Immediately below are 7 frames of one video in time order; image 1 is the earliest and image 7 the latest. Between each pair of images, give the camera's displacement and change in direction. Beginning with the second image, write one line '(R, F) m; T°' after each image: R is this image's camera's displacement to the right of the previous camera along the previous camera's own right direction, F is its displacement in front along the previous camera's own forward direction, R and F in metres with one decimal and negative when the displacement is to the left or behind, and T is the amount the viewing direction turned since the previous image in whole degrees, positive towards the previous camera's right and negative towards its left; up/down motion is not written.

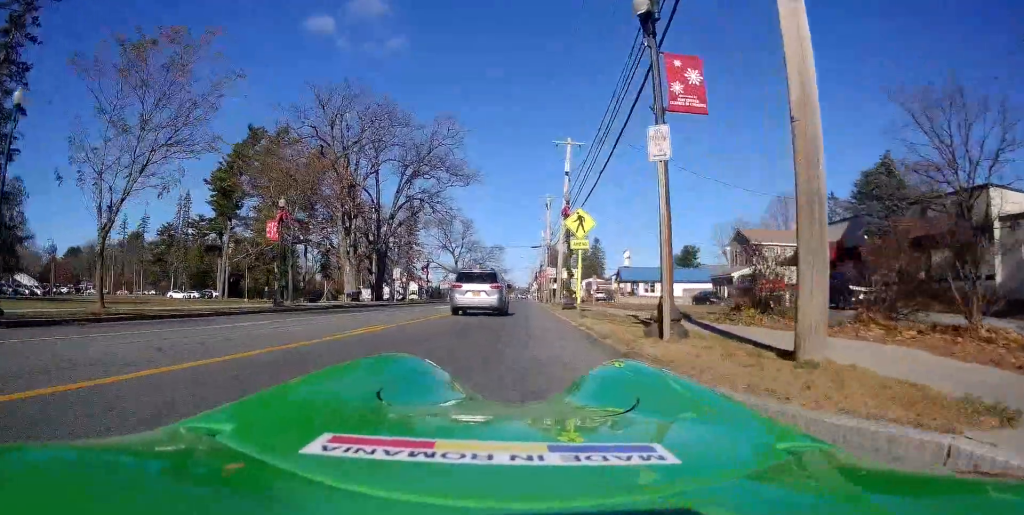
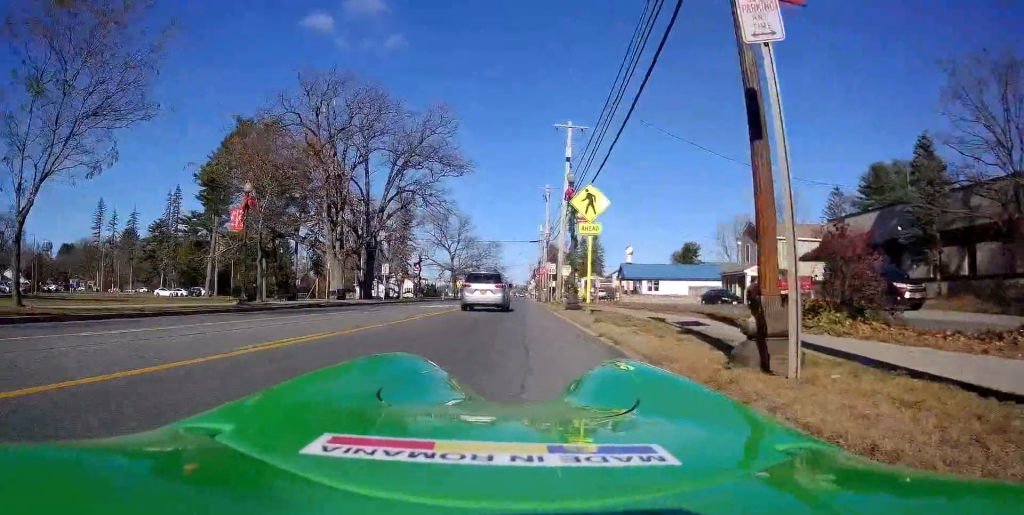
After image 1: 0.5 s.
(0.0, +3.4) m; 0°
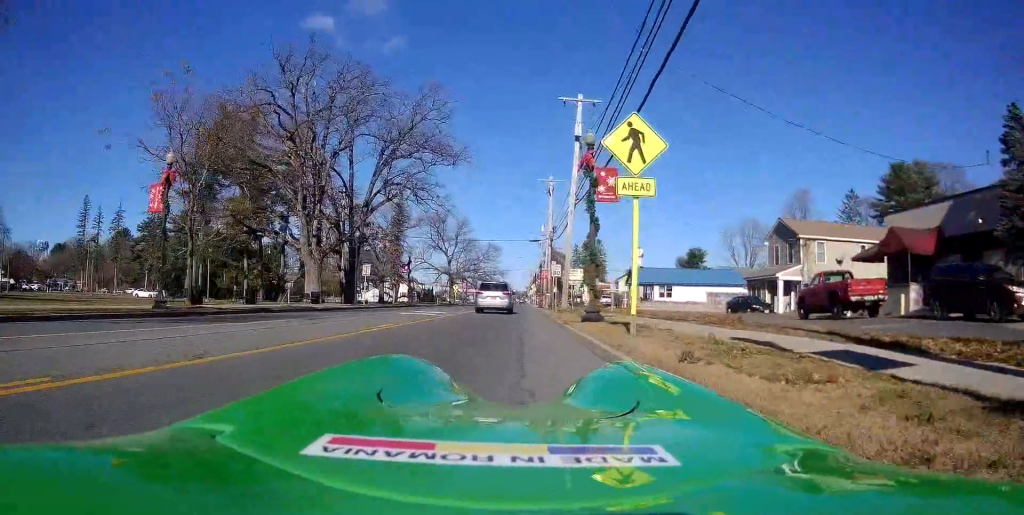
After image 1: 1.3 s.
(0.0, +6.1) m; 0°
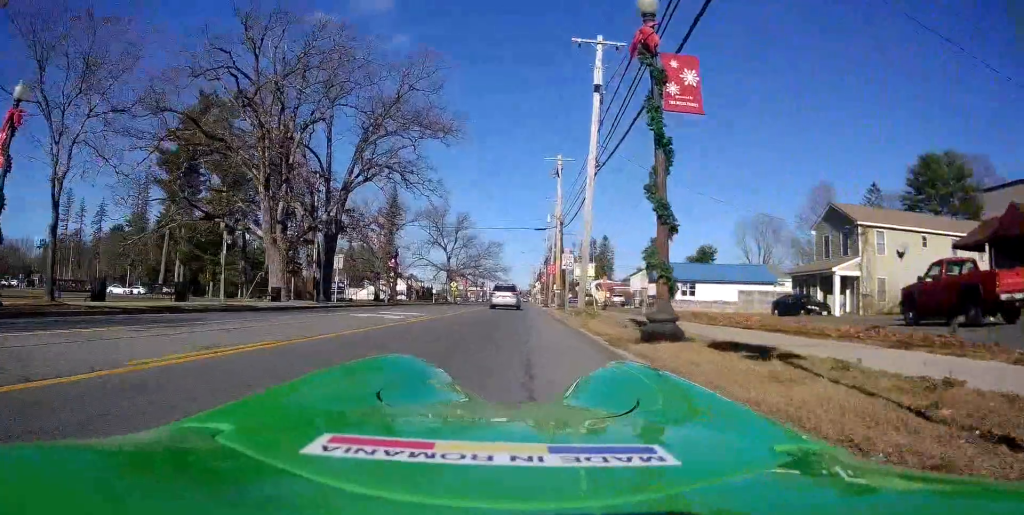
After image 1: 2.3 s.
(0.0, +7.6) m; 0°
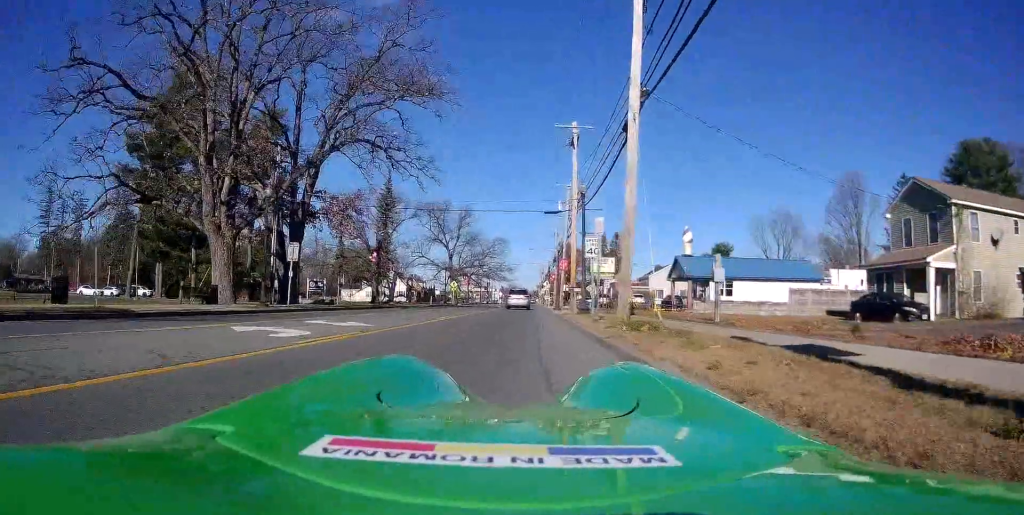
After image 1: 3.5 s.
(0.0, +8.8) m; +2°
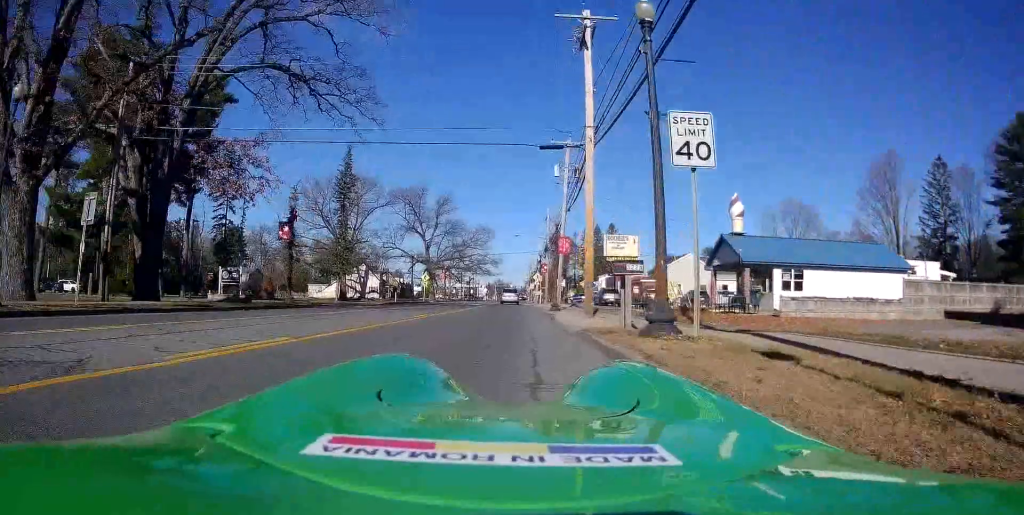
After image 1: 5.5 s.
(+0.4, +15.0) m; +2°
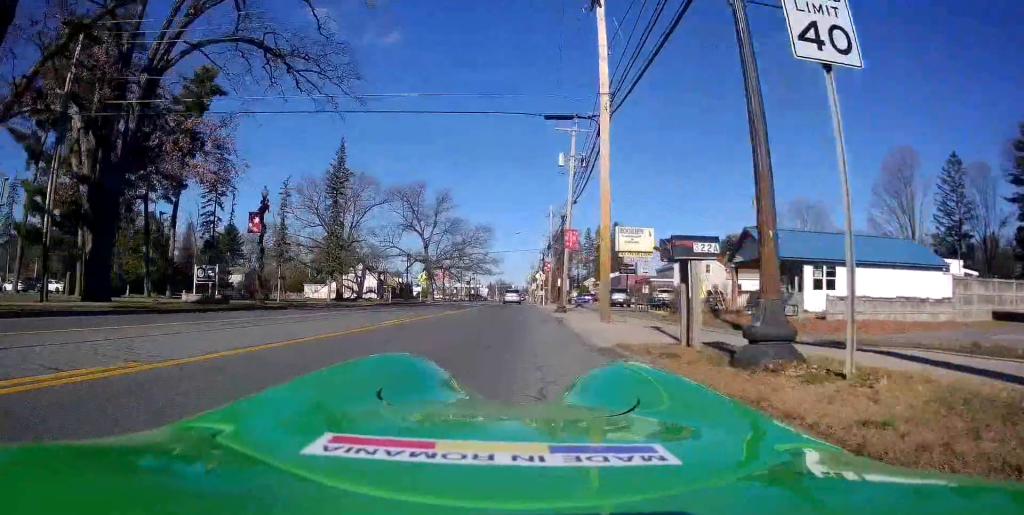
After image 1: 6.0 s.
(-0.1, +3.7) m; 0°
